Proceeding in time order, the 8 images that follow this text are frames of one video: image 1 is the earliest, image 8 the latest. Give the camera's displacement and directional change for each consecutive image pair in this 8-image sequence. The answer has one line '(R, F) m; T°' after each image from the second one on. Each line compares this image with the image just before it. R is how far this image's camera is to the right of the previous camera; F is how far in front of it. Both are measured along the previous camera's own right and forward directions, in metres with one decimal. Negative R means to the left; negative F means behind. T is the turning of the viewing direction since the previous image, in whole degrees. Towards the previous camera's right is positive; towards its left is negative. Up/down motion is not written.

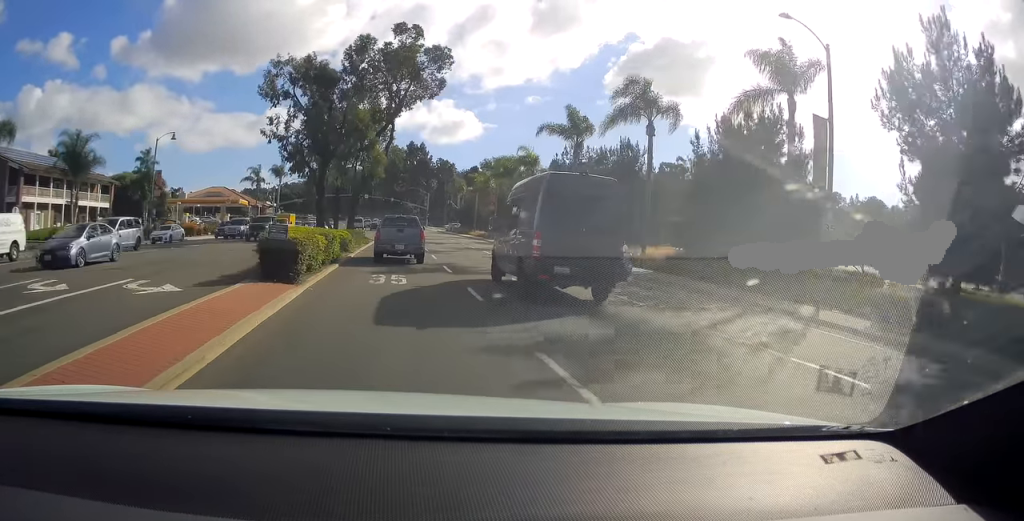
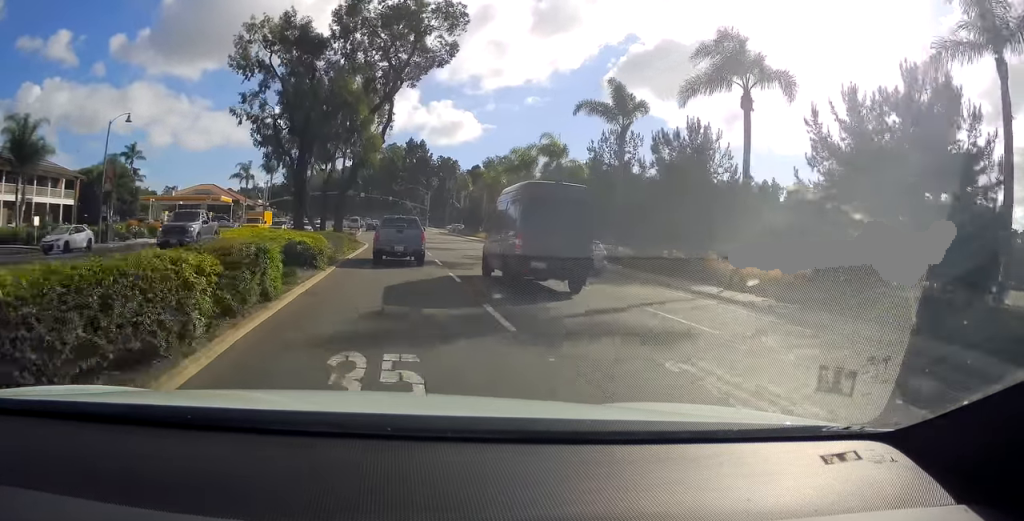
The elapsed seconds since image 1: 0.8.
(+0.1, +10.9) m; +2°
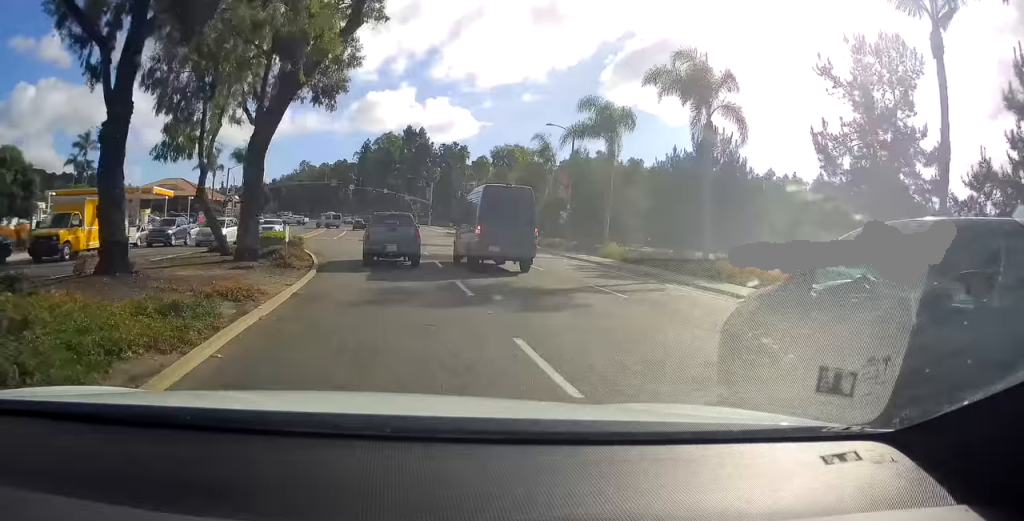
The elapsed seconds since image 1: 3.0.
(-0.3, +26.6) m; -1°
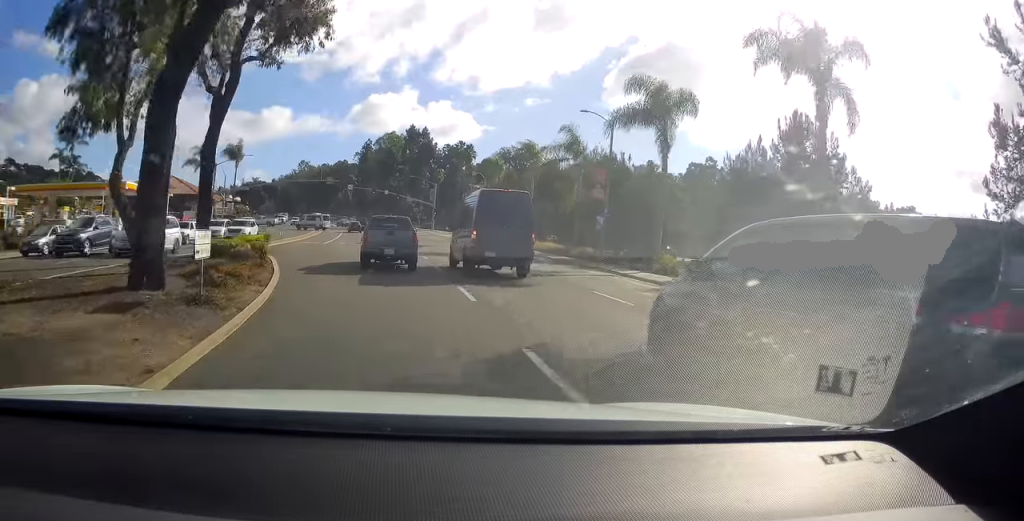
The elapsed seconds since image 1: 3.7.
(+0.3, +8.5) m; +1°
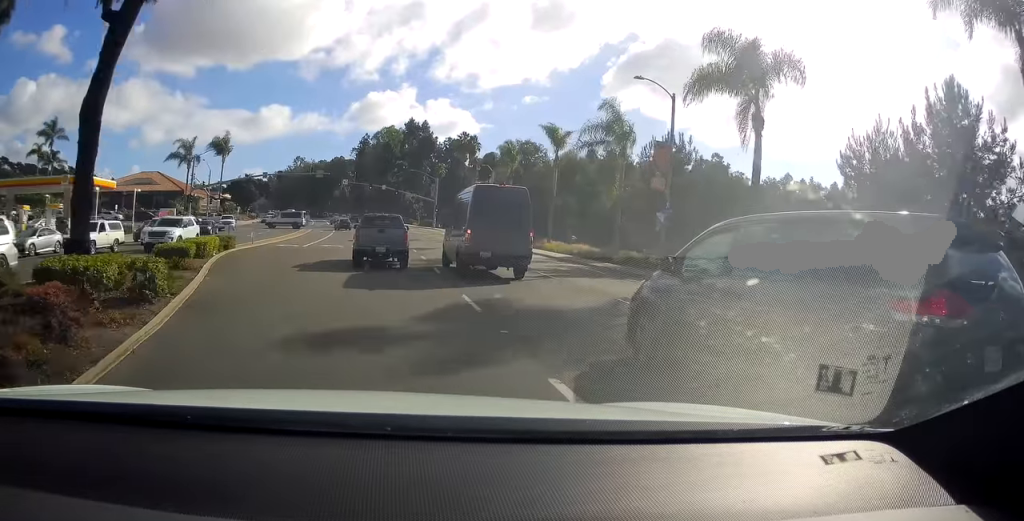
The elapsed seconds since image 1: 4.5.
(+0.2, +9.9) m; +1°
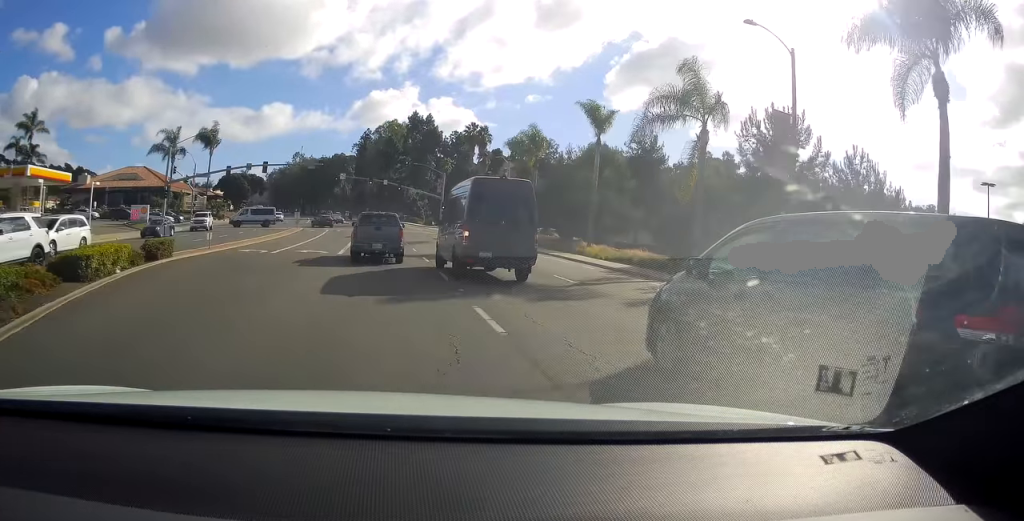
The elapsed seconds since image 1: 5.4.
(-0.2, +10.4) m; -1°
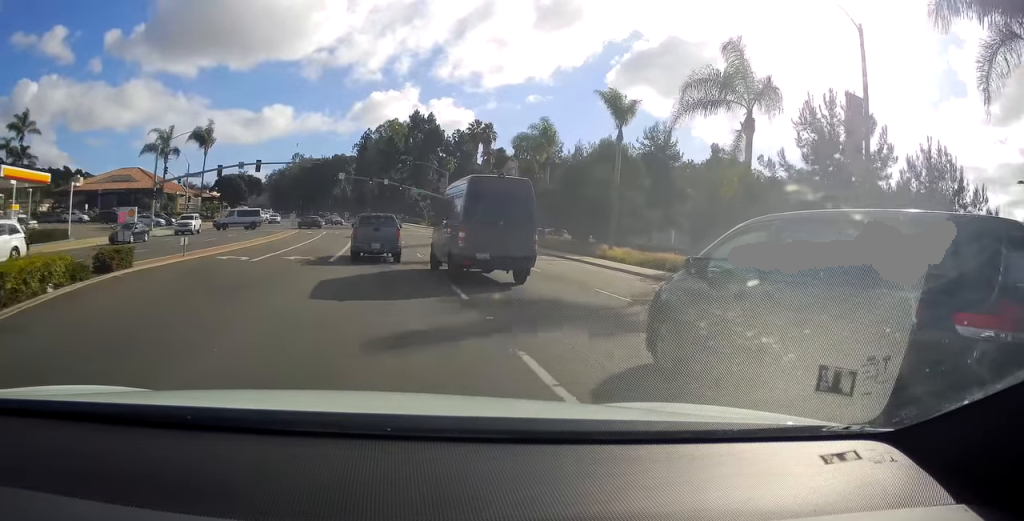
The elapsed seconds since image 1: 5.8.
(+0.2, +4.5) m; -1°
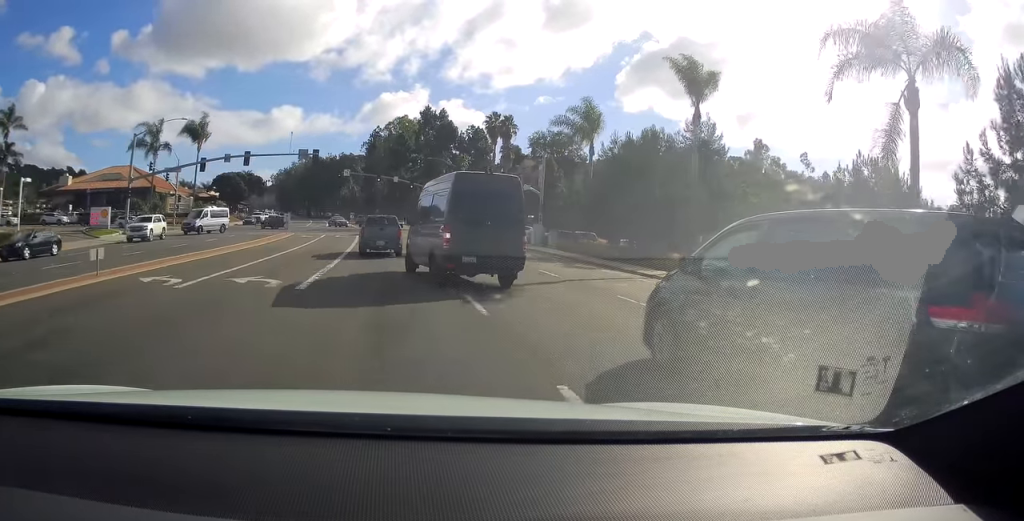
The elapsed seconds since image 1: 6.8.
(-0.5, +9.7) m; -1°
